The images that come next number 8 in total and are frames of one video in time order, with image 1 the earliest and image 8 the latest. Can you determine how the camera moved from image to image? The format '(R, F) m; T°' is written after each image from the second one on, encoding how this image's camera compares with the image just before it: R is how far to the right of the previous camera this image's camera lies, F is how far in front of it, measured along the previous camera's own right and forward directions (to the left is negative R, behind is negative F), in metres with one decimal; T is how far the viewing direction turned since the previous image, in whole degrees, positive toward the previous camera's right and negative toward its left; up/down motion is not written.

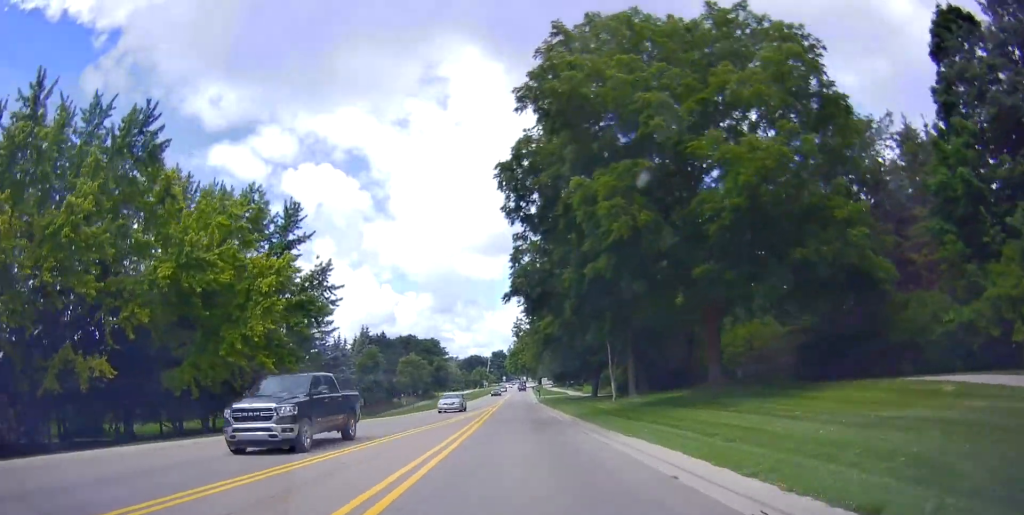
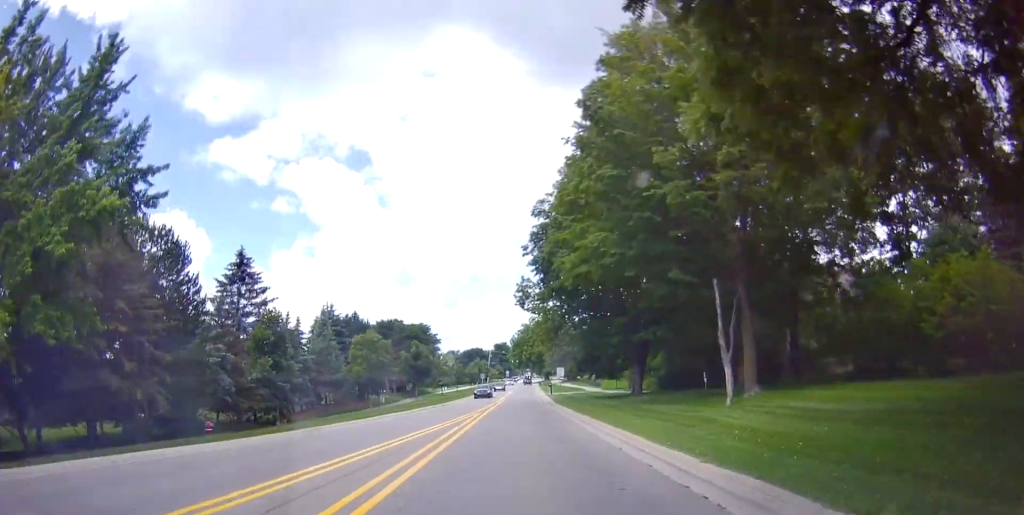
(0.0, +20.3) m; 0°
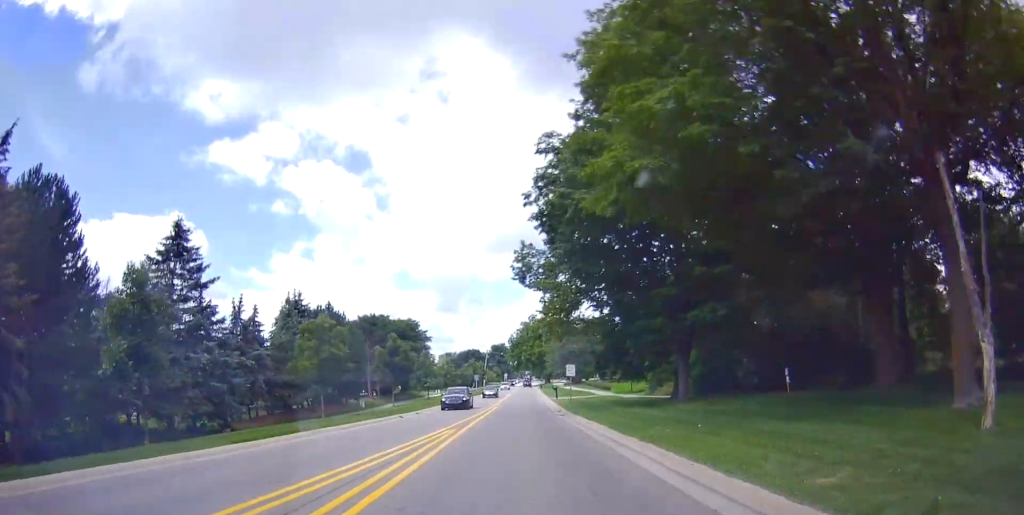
(0.0, +11.2) m; 0°
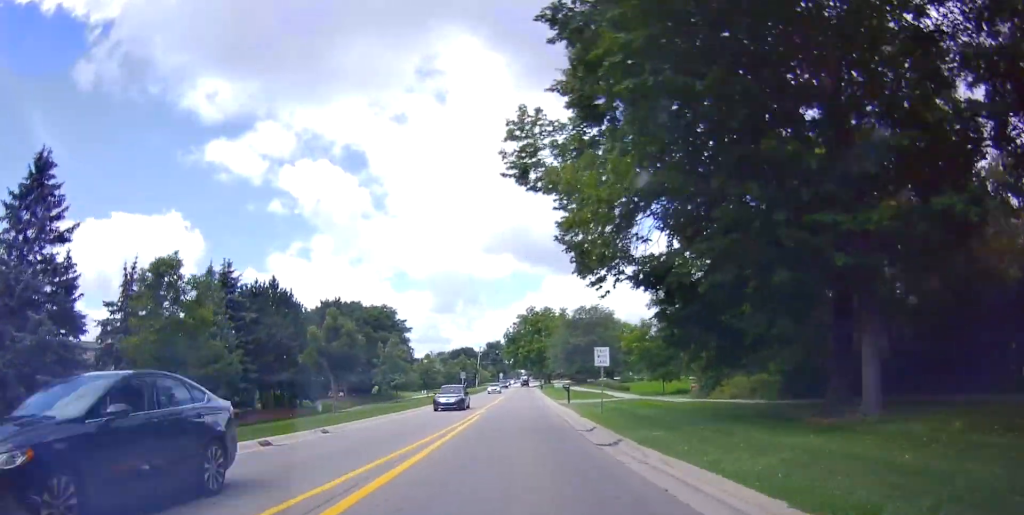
(0.0, +16.6) m; 0°
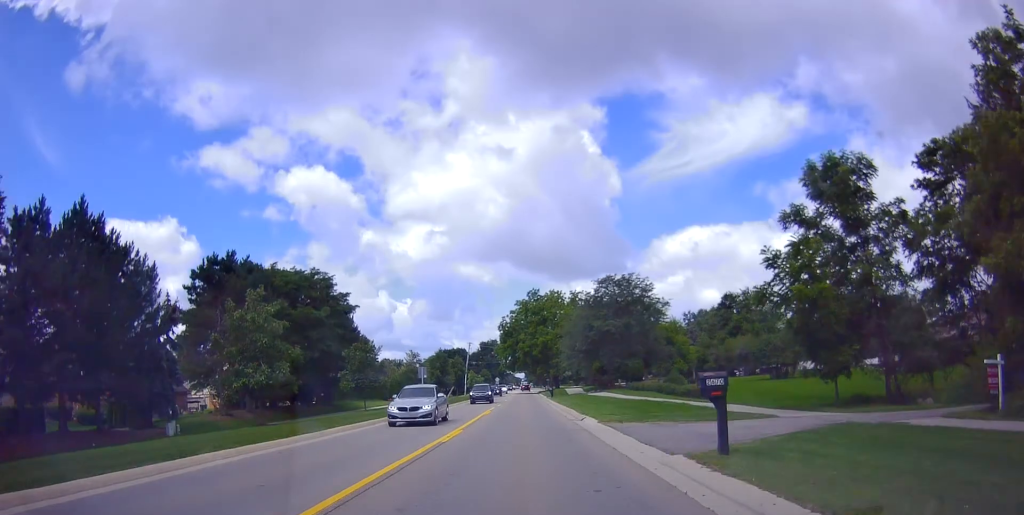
(-0.6, +29.8) m; -3°
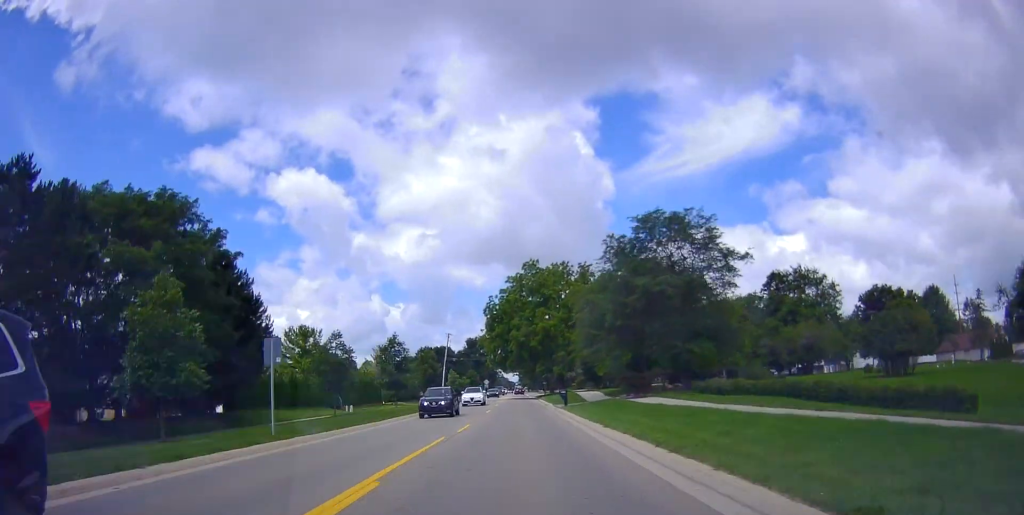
(-0.4, +25.6) m; +1°
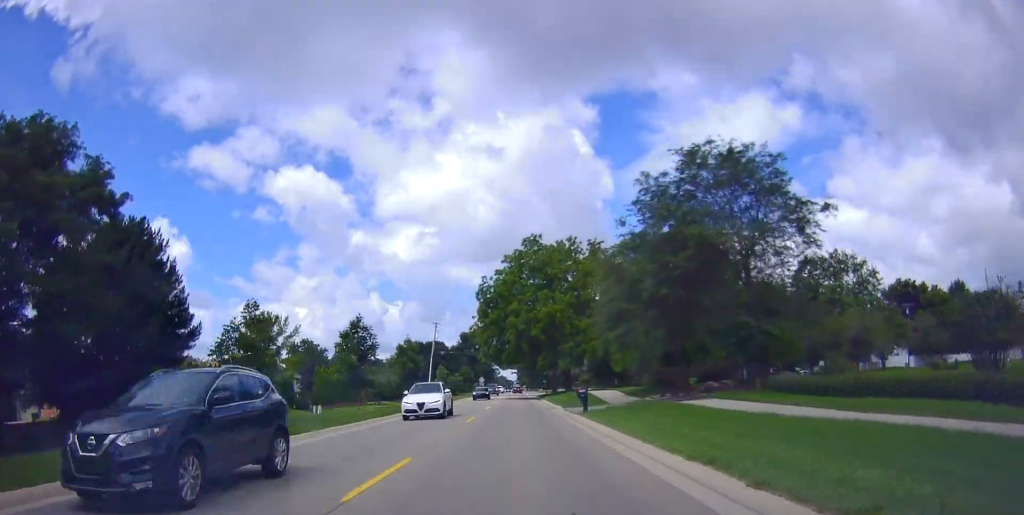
(+0.3, +12.6) m; 0°
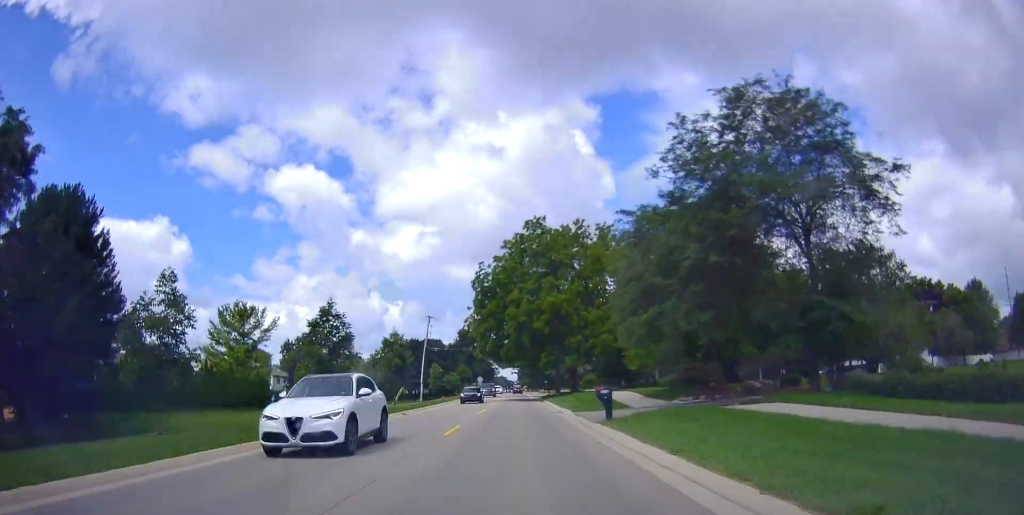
(+0.2, +7.2) m; 0°
